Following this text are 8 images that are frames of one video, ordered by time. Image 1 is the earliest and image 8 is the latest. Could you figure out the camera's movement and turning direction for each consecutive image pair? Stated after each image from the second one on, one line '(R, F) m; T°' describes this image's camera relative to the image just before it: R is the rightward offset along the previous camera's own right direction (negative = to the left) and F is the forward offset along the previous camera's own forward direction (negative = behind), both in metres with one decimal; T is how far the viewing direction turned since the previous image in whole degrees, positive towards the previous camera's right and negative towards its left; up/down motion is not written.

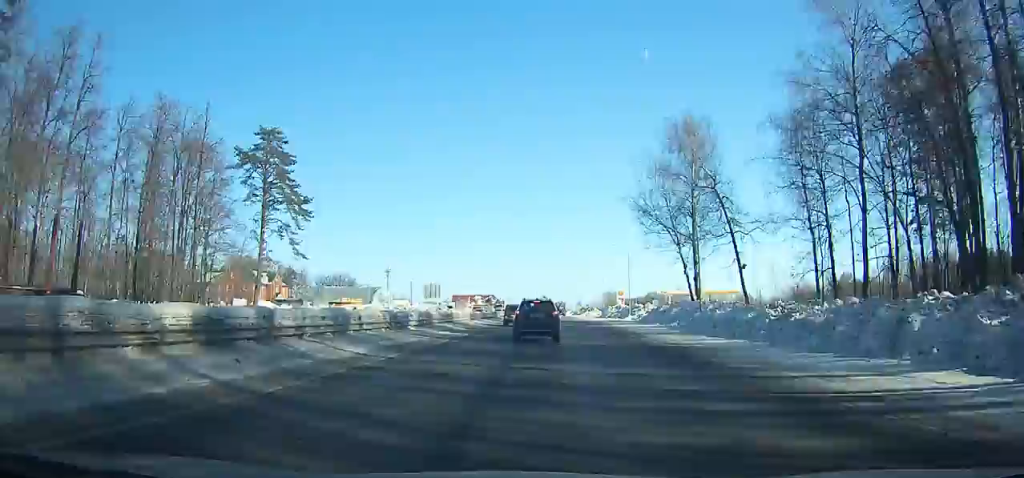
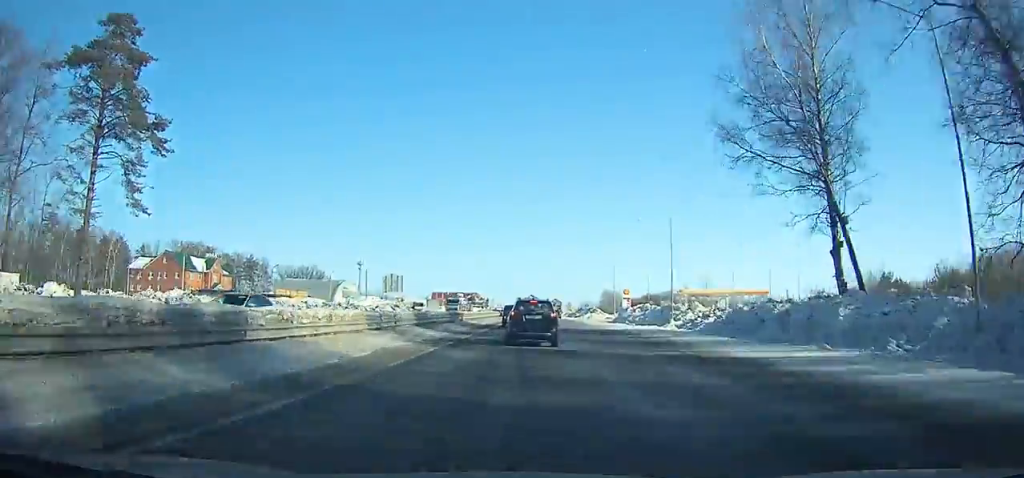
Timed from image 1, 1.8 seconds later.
(-0.1, +29.2) m; 0°
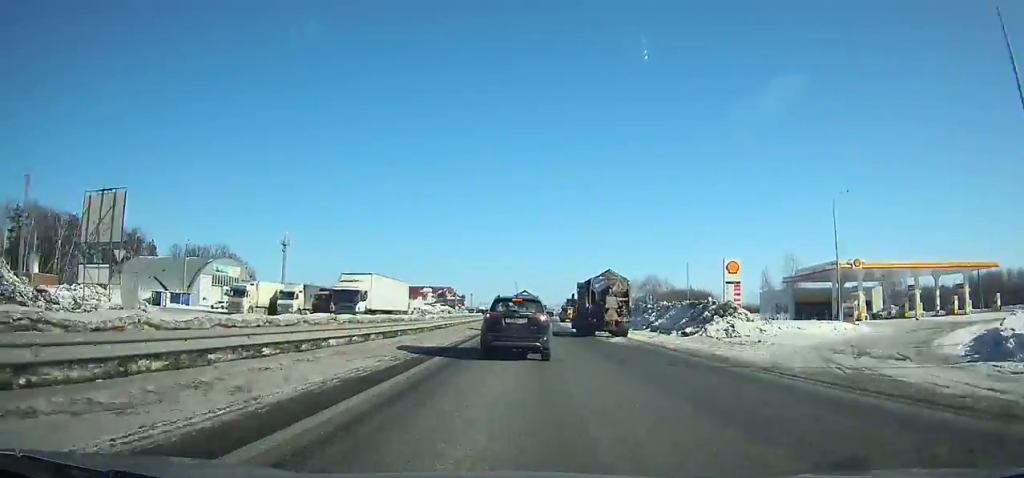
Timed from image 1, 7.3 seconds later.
(+1.7, +75.7) m; +2°
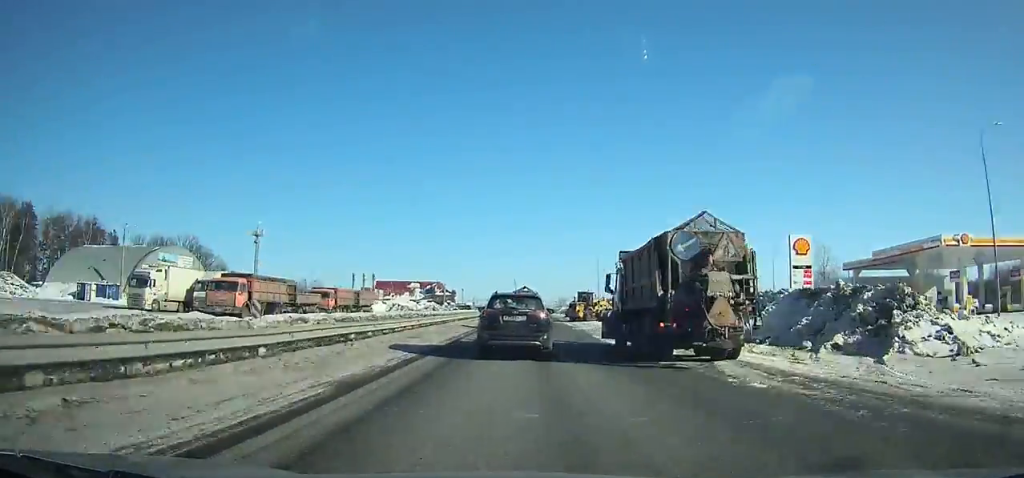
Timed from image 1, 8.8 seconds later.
(+0.1, +17.3) m; 0°
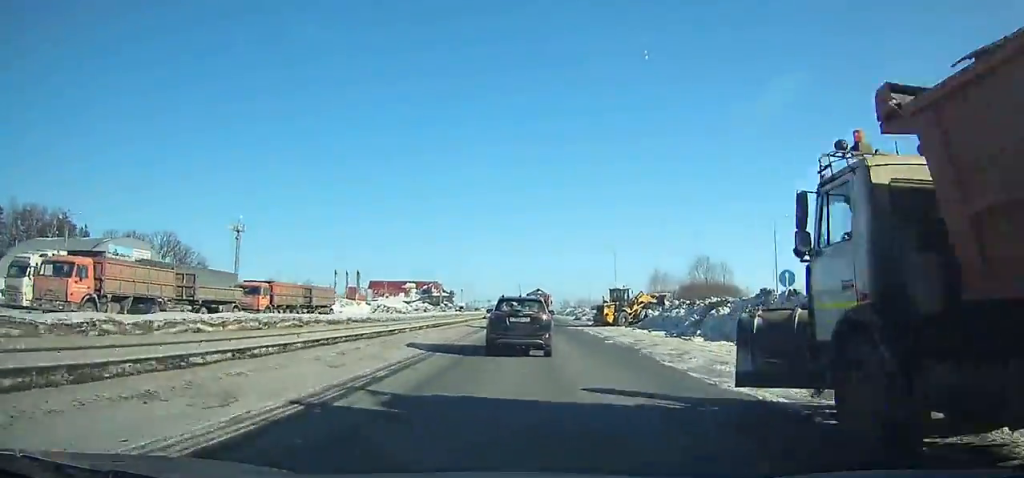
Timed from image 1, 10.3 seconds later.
(0.0, +17.2) m; 0°
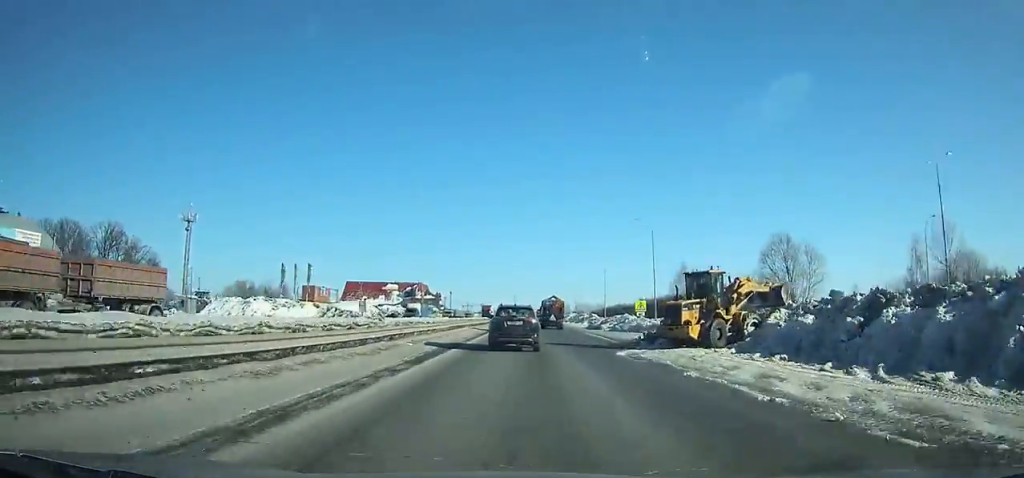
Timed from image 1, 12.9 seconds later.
(+0.2, +28.9) m; 0°
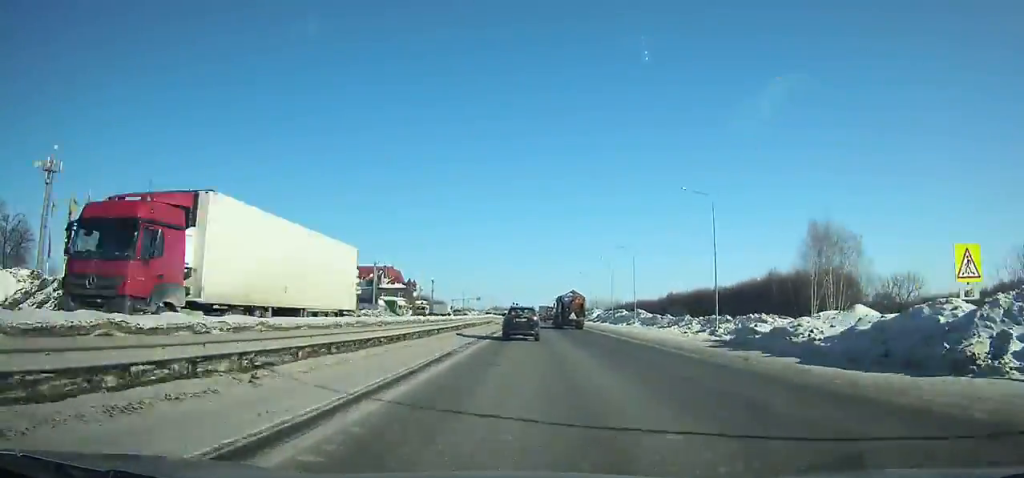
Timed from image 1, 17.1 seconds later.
(-0.5, +52.0) m; -1°
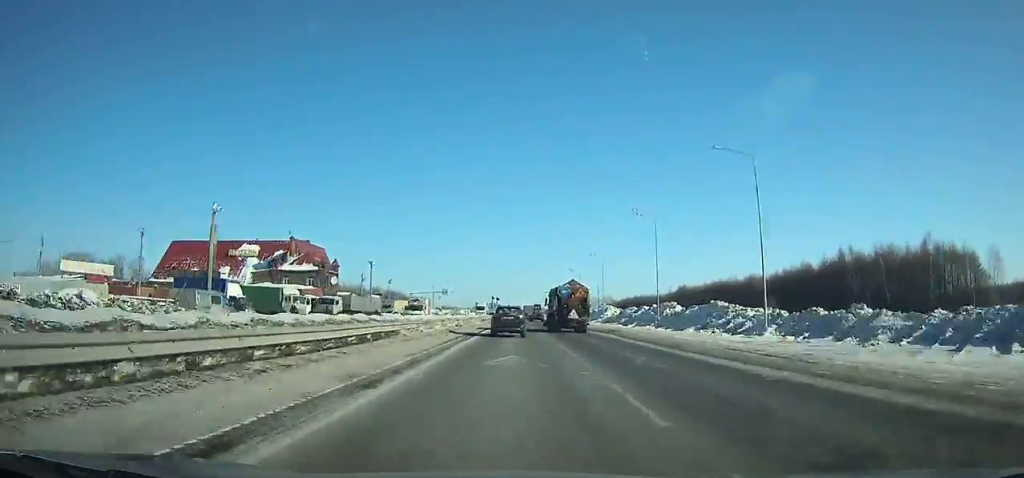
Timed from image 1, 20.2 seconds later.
(0.0, +44.0) m; 0°
